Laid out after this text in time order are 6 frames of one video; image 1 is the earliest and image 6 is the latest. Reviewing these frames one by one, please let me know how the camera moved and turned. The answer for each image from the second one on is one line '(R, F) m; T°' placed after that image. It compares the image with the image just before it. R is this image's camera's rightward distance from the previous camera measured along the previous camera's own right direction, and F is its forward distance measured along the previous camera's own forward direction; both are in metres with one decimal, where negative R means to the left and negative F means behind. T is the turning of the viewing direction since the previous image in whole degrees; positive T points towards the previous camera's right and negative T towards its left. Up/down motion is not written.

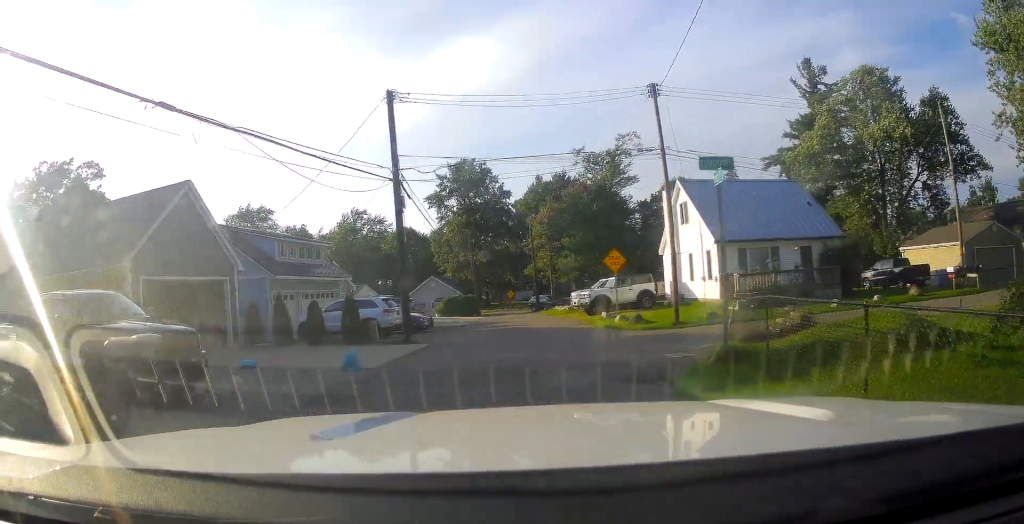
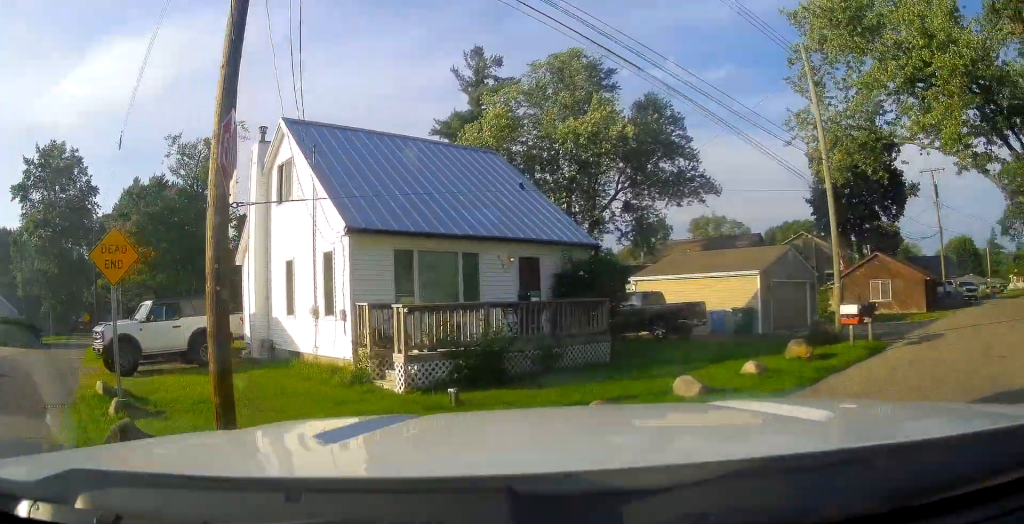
(+1.8, +16.5) m; +27°
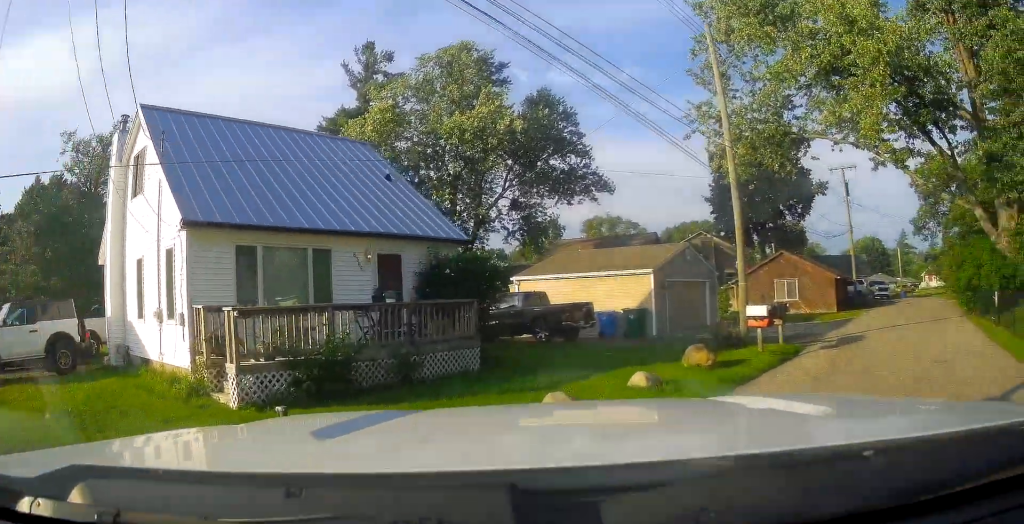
(+0.1, +1.4) m; +10°
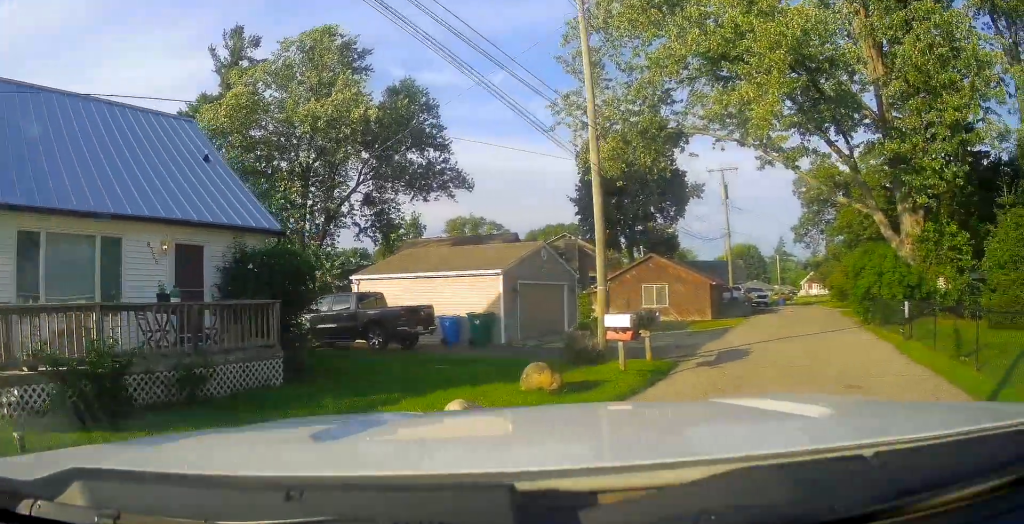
(+0.2, +1.9) m; +17°
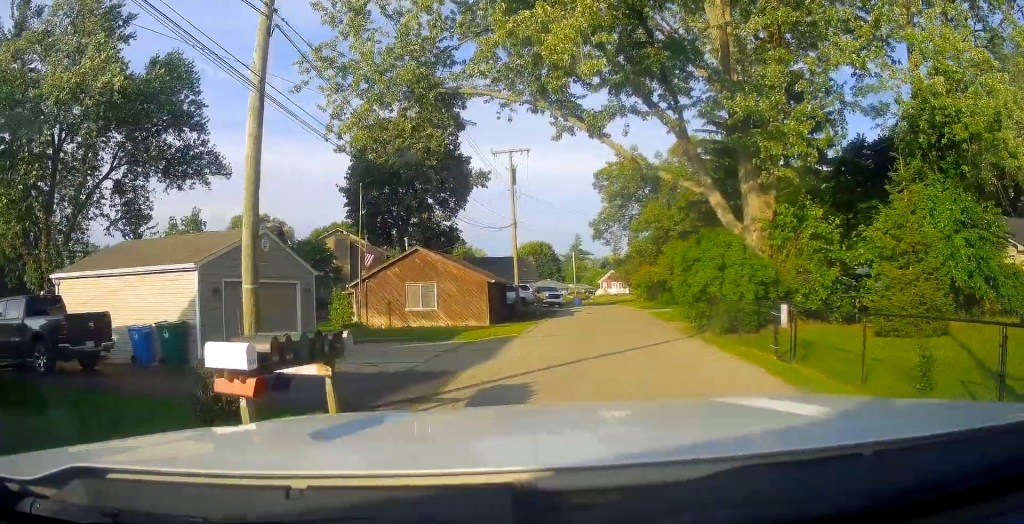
(+1.6, +4.8) m; +28°
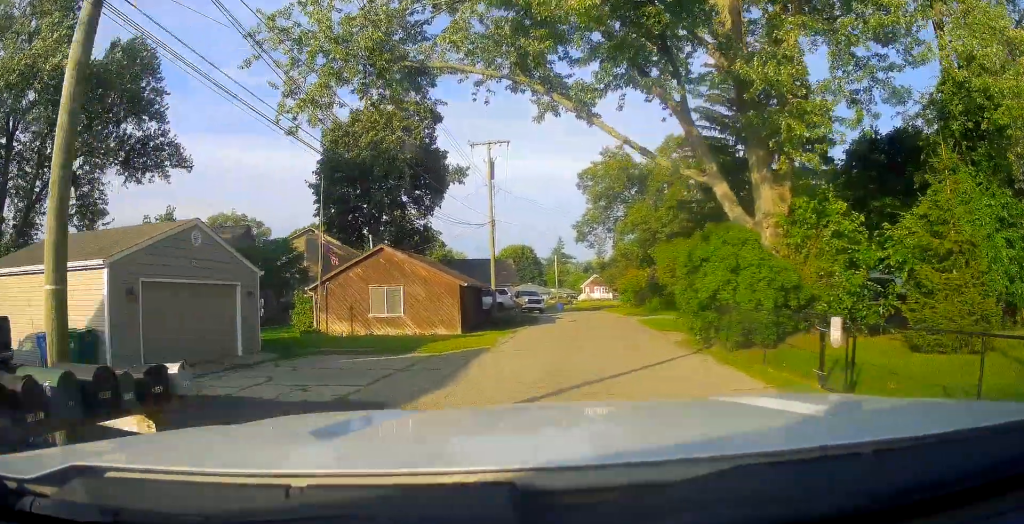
(+0.2, +2.8) m; +2°
